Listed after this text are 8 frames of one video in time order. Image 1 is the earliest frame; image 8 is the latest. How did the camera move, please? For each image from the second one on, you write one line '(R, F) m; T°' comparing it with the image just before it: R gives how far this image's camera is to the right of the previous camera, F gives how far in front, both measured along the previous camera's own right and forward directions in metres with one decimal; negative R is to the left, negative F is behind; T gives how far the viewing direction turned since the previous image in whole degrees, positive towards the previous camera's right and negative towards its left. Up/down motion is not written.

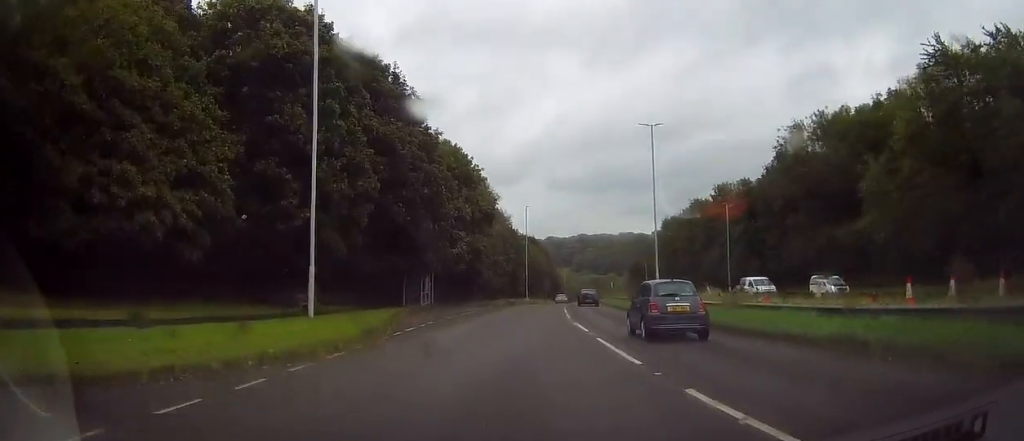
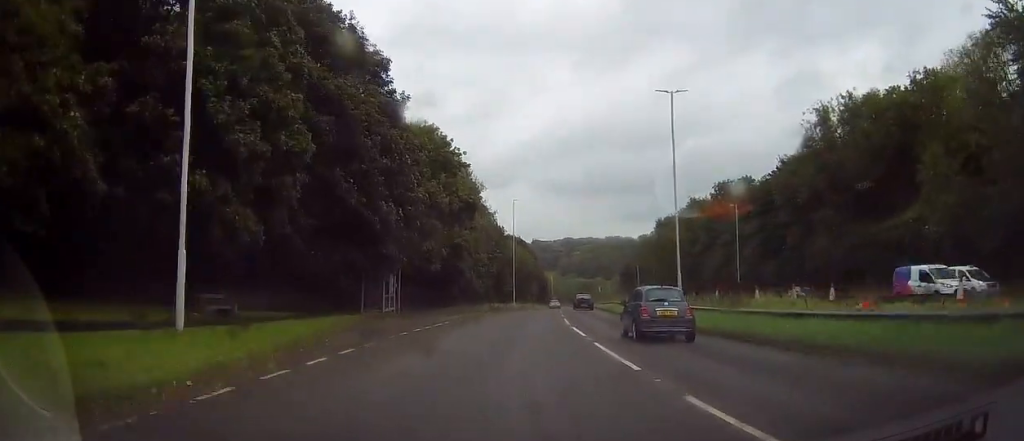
(0.0, +9.1) m; +1°
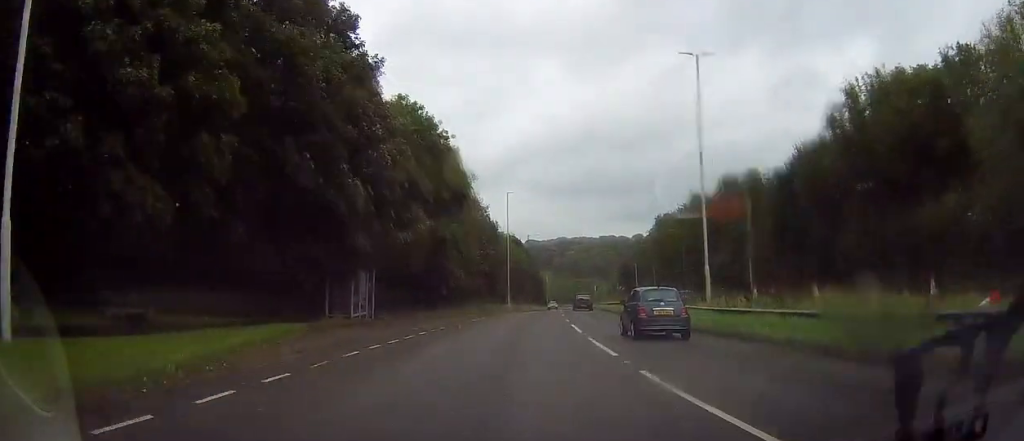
(0.0, +6.0) m; +1°
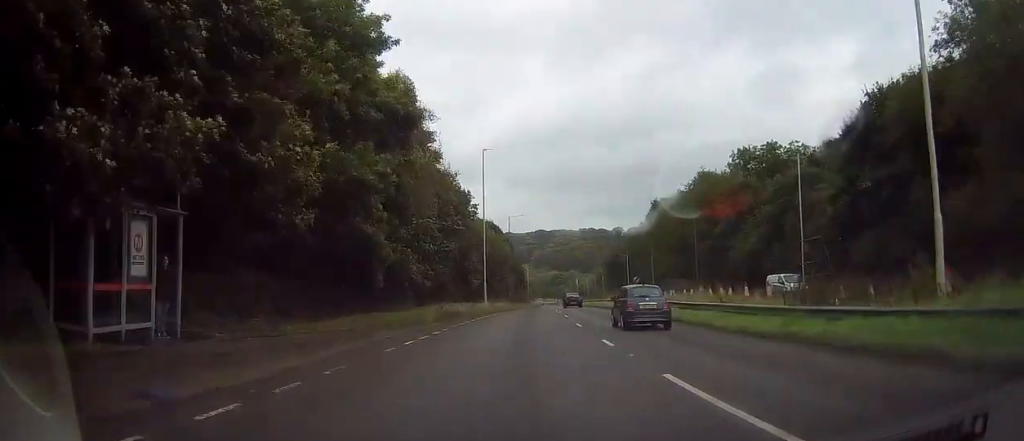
(+0.5, +18.7) m; +2°
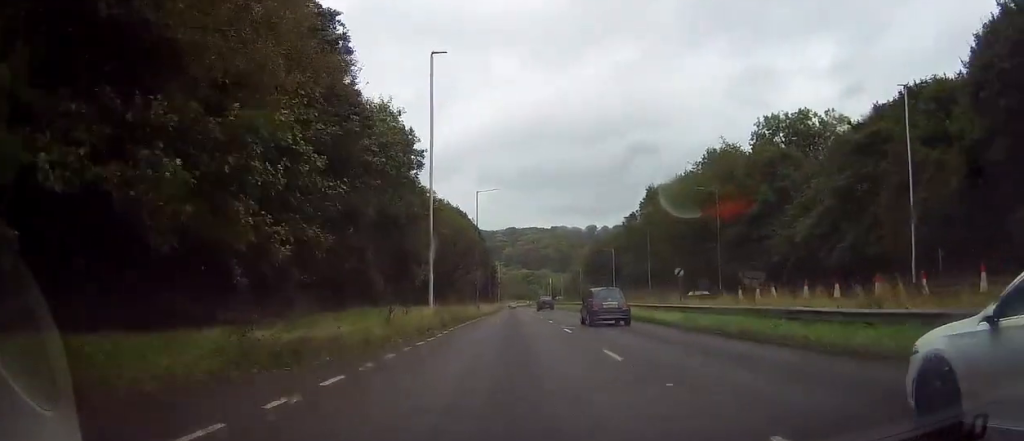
(+0.4, +20.8) m; +3°
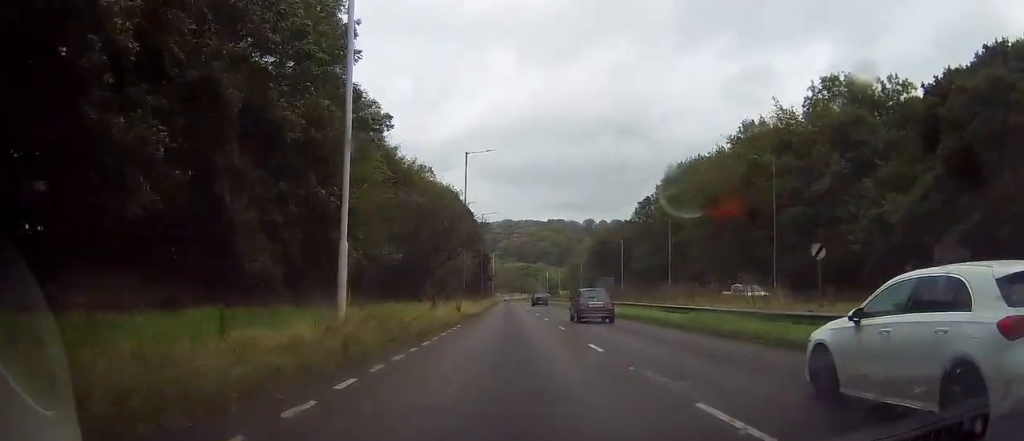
(+0.4, +16.0) m; +1°
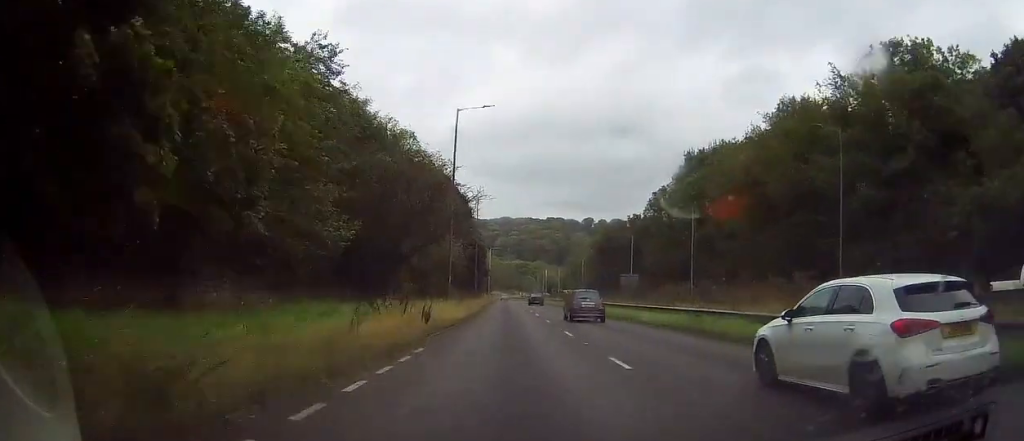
(-0.1, +12.1) m; 0°
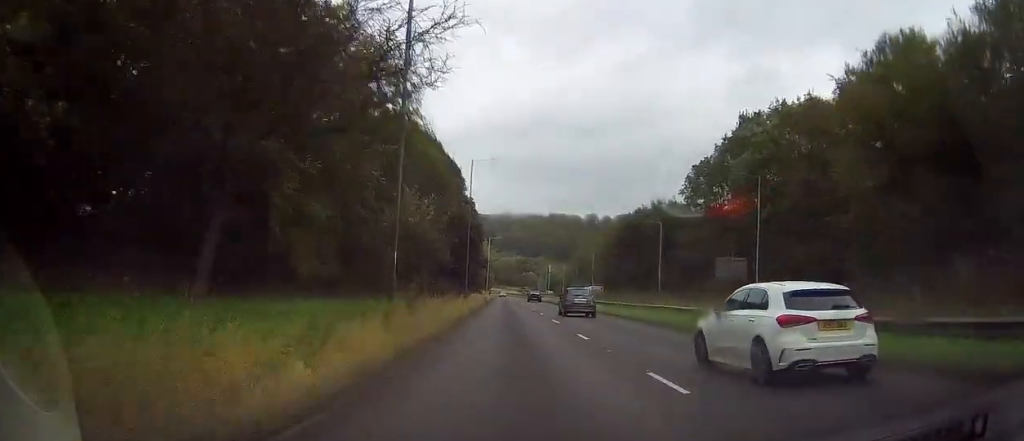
(-0.1, +21.0) m; 0°
